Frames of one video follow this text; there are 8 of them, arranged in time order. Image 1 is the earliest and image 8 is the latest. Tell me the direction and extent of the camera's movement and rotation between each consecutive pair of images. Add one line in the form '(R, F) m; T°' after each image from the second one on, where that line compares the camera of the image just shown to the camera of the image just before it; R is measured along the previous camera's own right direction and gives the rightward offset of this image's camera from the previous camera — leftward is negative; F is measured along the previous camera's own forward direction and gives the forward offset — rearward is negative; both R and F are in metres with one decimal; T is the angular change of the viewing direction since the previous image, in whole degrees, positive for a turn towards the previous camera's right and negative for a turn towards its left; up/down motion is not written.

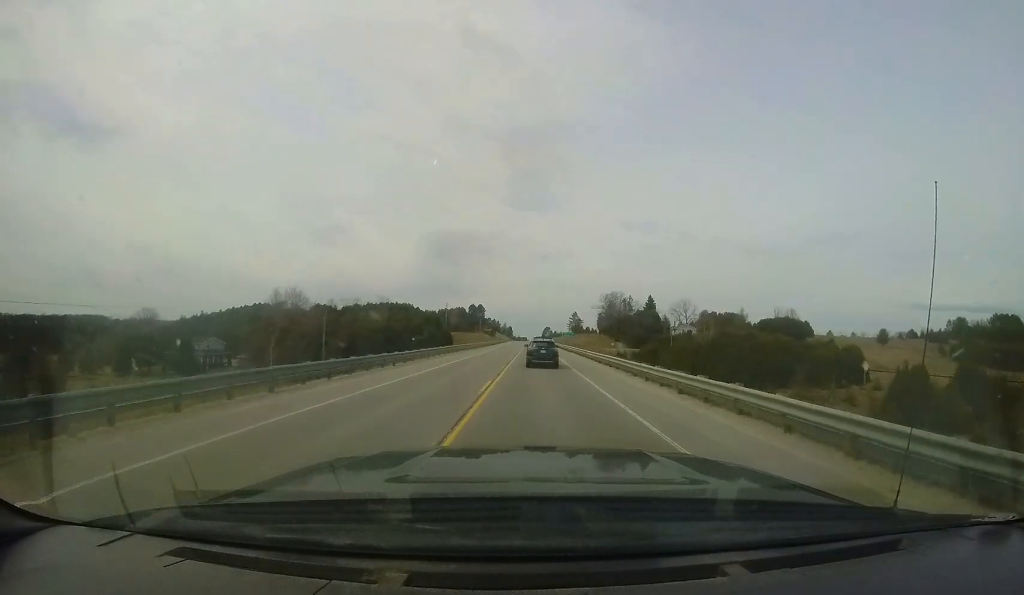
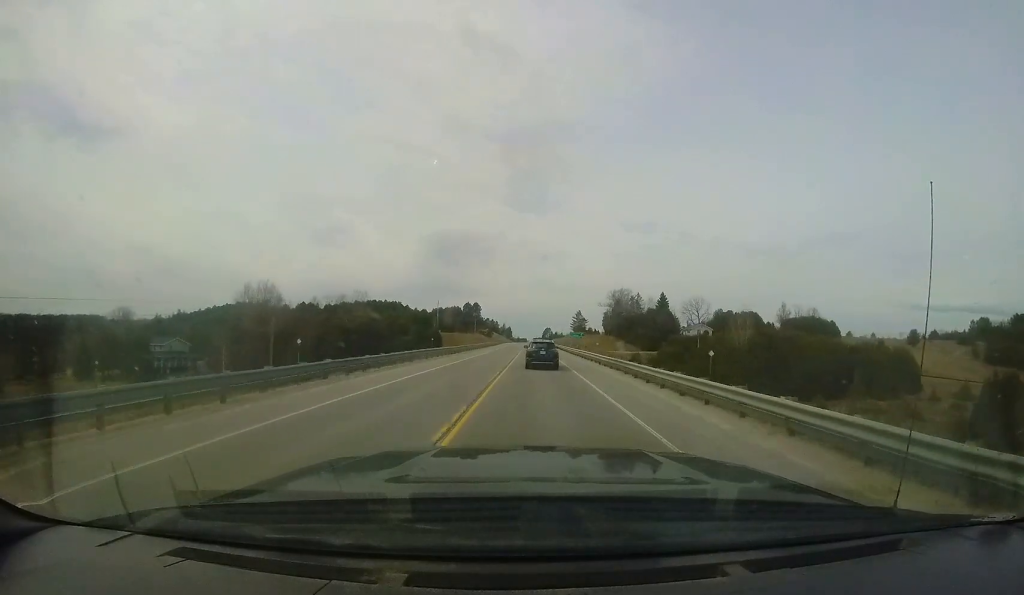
(0.0, +13.5) m; -1°
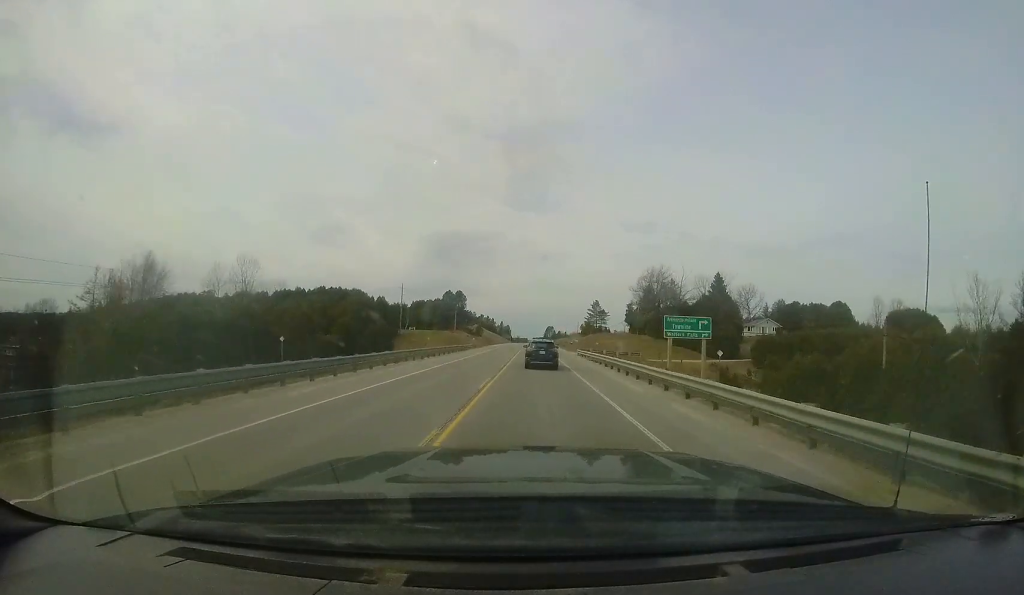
(-0.2, +38.4) m; 0°
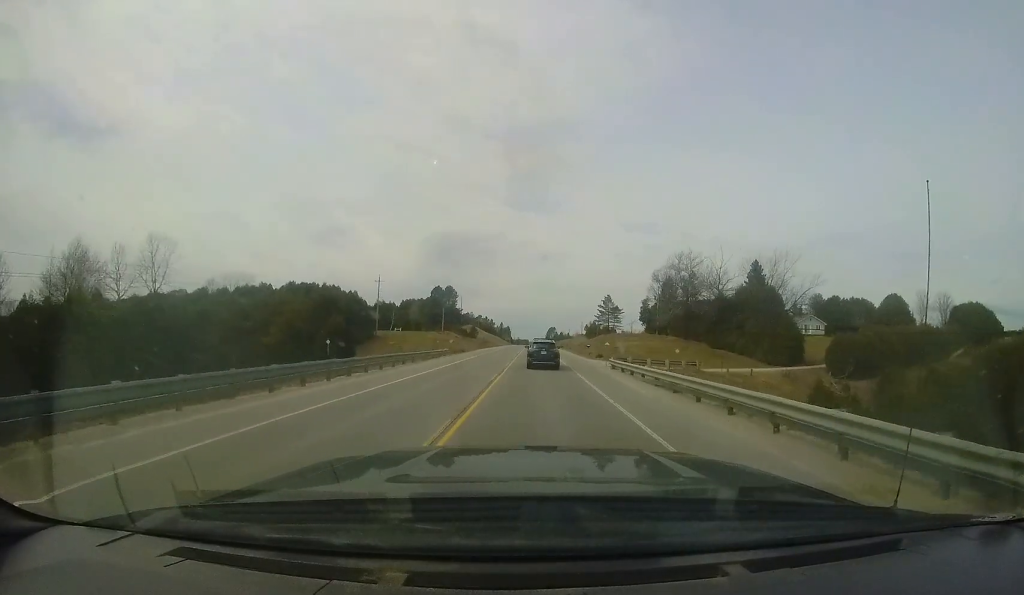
(+0.3, +15.6) m; 0°
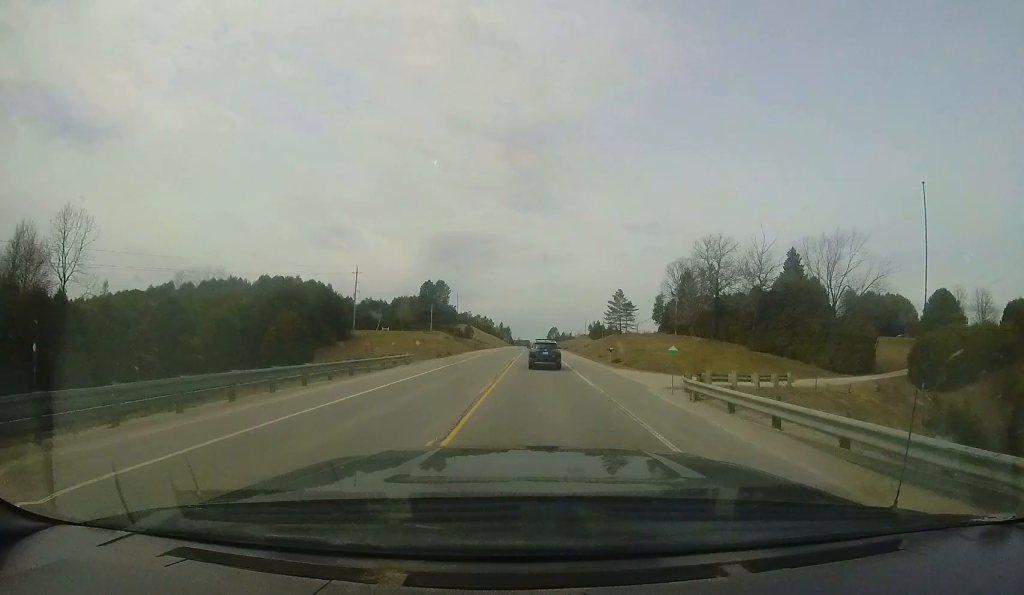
(-0.2, +11.2) m; -1°
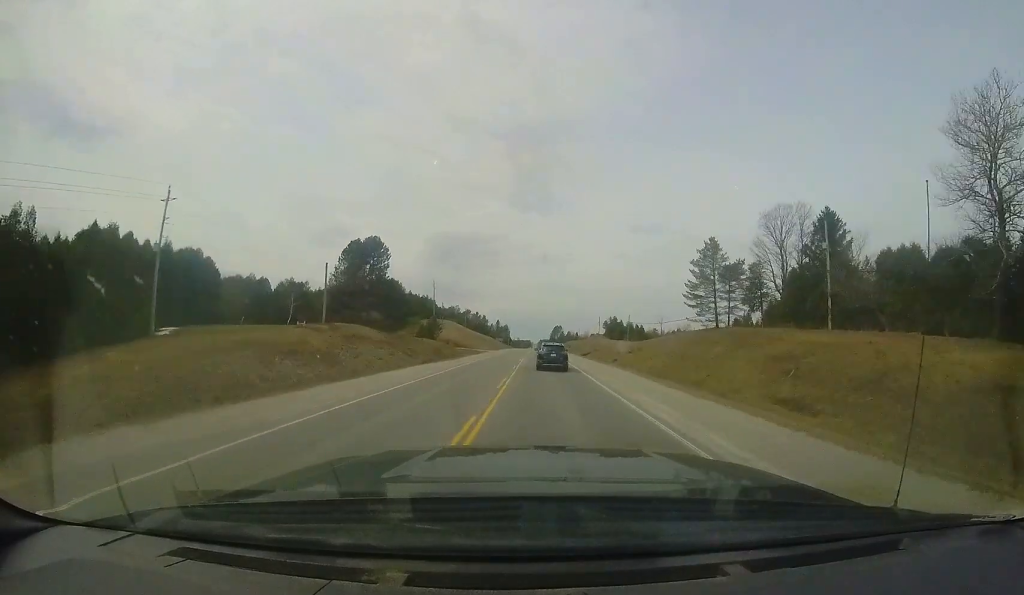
(-1.0, +42.6) m; -1°
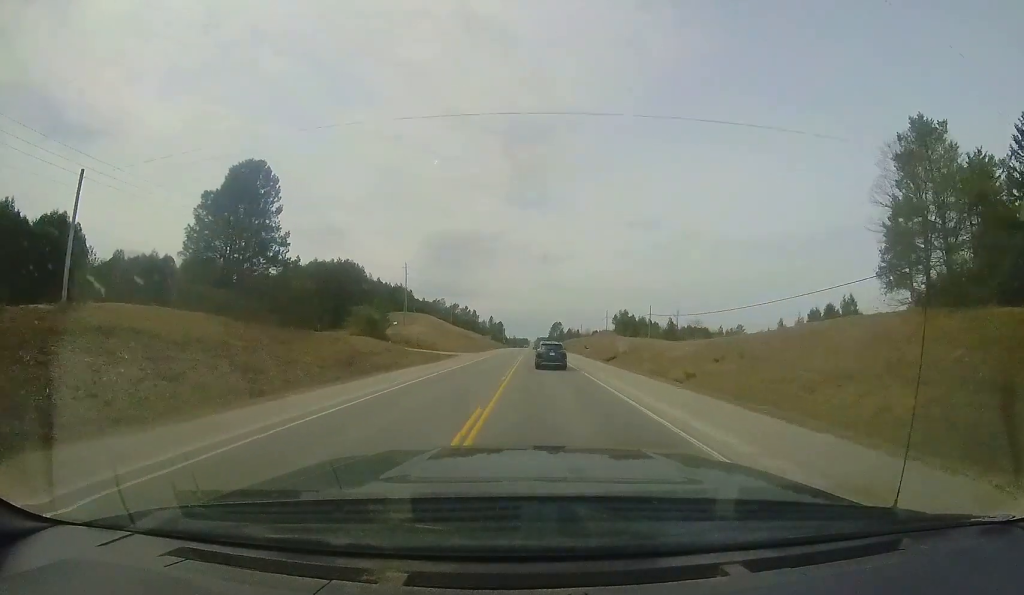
(+0.4, +25.5) m; +1°
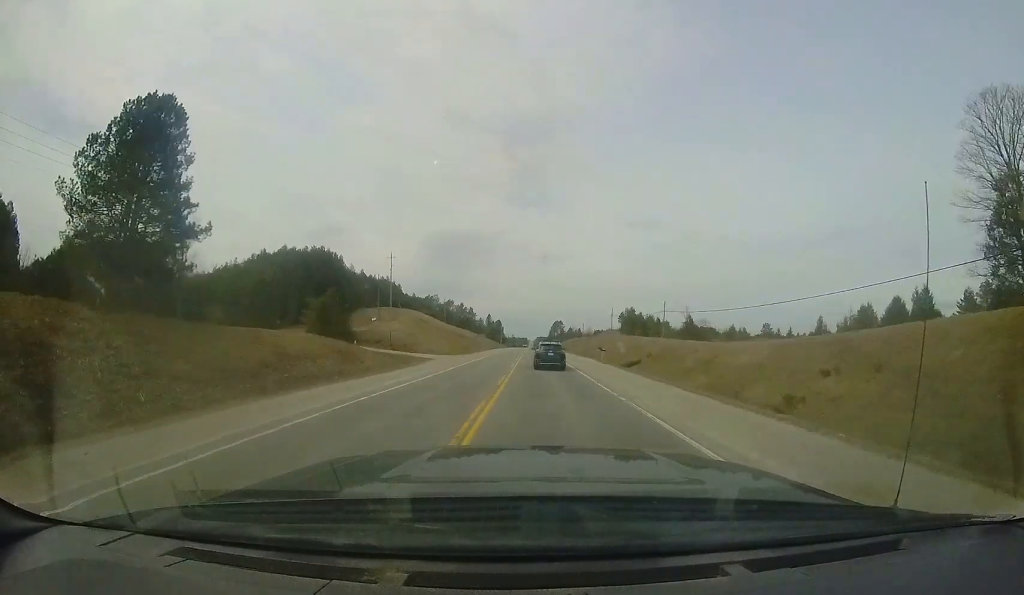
(+0.1, +10.9) m; 0°
